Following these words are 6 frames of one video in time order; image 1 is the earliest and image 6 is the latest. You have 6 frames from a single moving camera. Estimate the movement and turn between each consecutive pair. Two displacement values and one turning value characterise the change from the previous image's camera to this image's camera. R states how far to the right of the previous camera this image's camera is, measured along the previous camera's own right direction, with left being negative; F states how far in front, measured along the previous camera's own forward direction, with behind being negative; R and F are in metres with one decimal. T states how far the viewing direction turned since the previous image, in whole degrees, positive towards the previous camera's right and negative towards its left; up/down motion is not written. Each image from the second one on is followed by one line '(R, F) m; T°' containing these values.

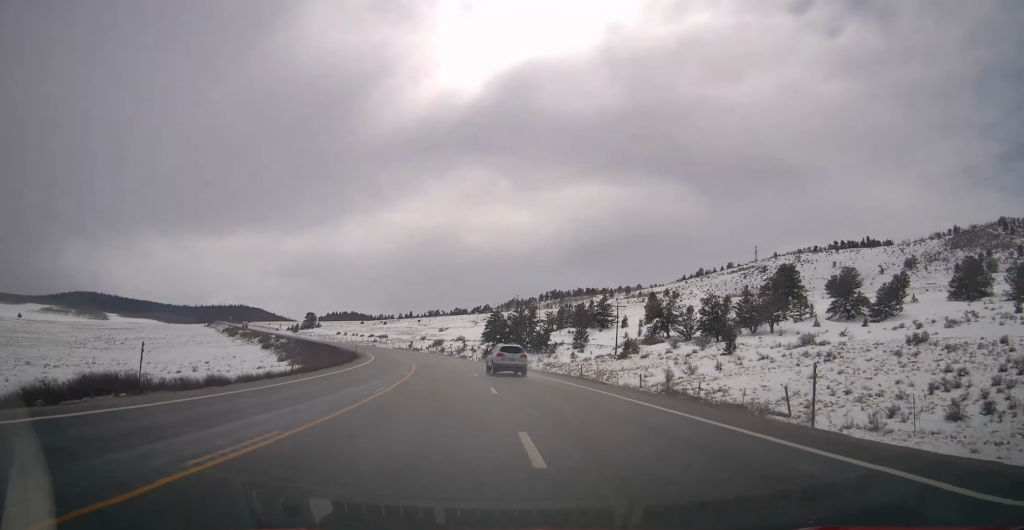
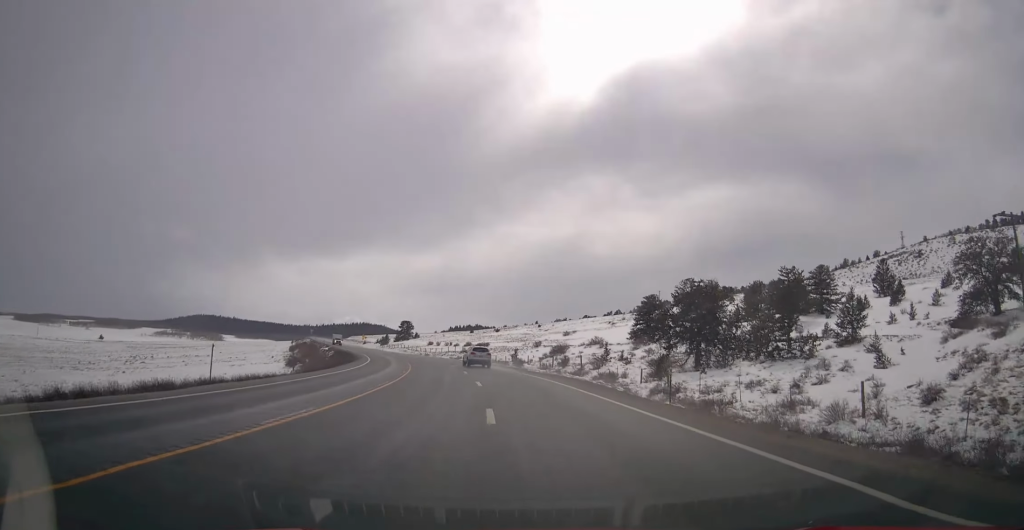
(-5.8, +56.3) m; -12°
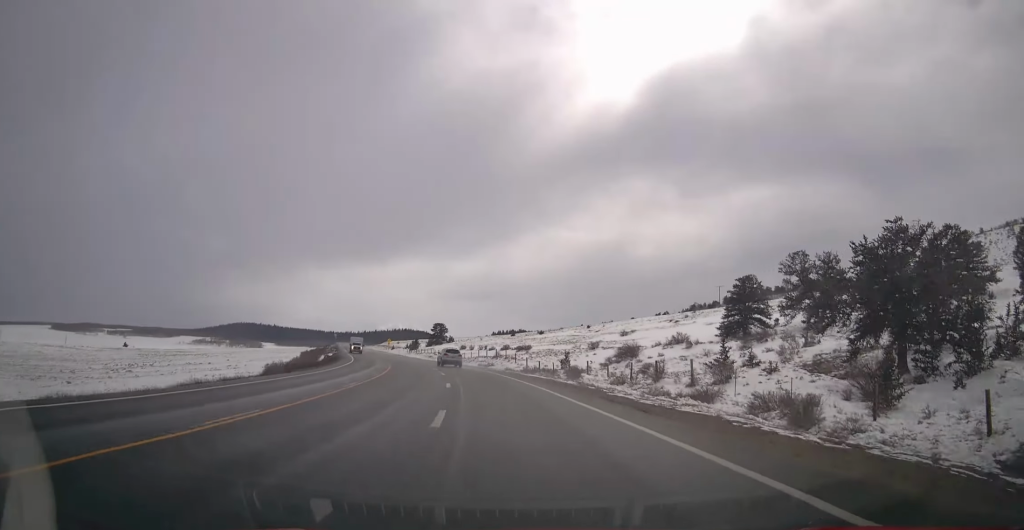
(-1.0, +24.6) m; -5°
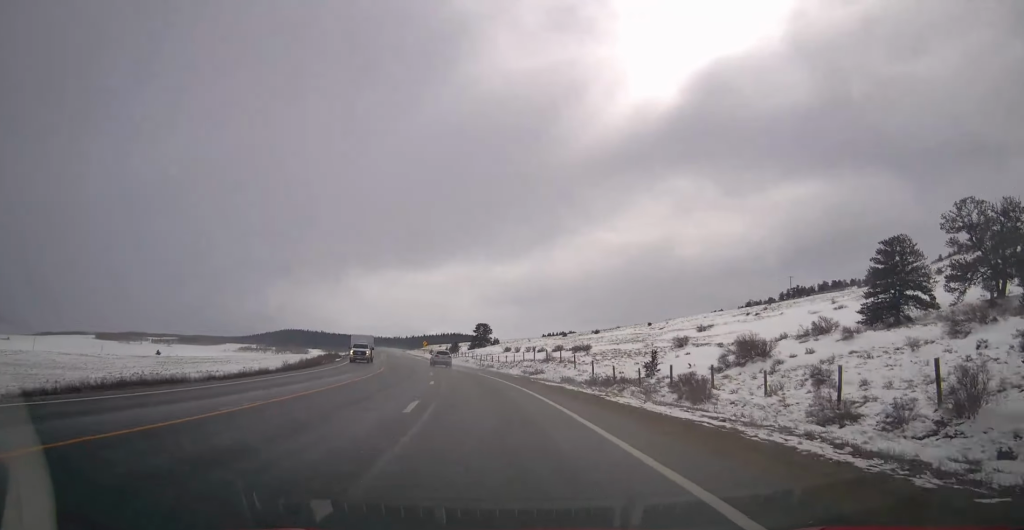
(-0.8, +22.3) m; -4°
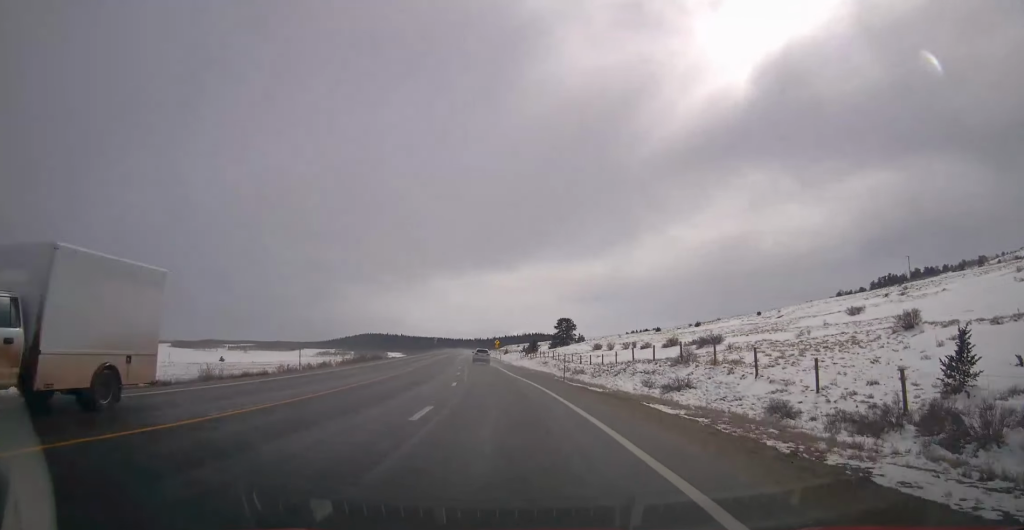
(-1.3, +25.9) m; -8°
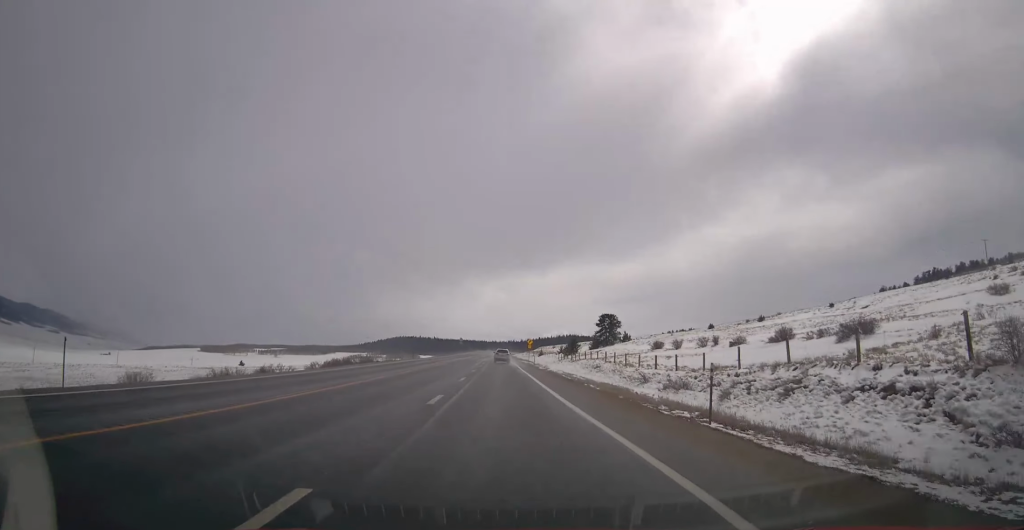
(-1.7, +21.2) m; -5°
